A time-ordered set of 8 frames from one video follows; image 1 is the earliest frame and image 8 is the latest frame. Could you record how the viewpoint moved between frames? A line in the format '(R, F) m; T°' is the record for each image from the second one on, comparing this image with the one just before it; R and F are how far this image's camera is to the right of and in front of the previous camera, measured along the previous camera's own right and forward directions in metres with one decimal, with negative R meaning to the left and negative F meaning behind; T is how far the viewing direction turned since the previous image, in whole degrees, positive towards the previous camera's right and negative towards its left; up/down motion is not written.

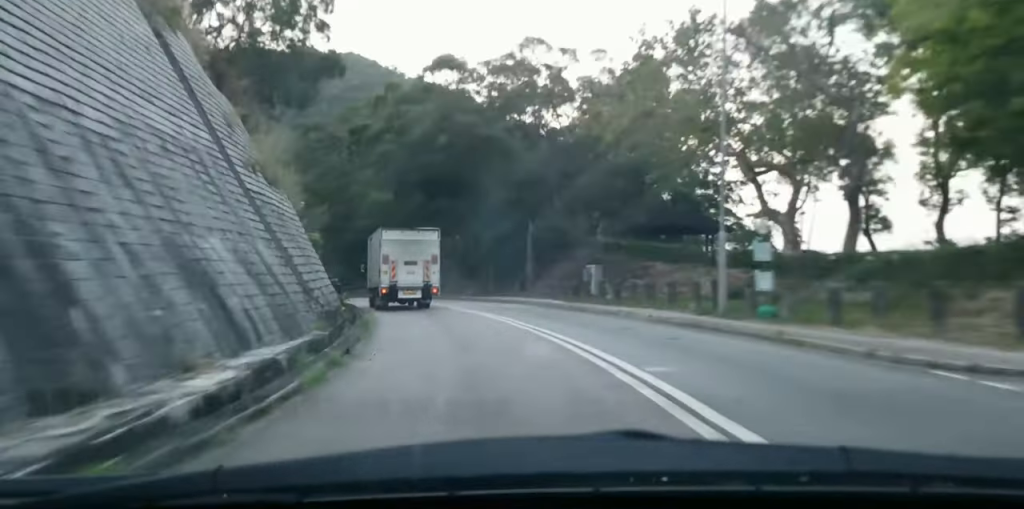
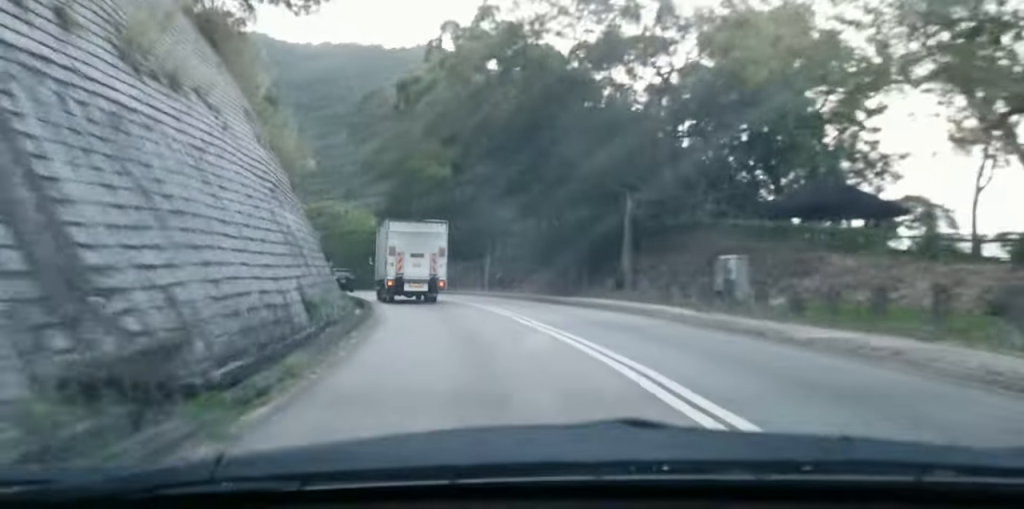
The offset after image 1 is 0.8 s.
(+0.1, +12.1) m; -8°
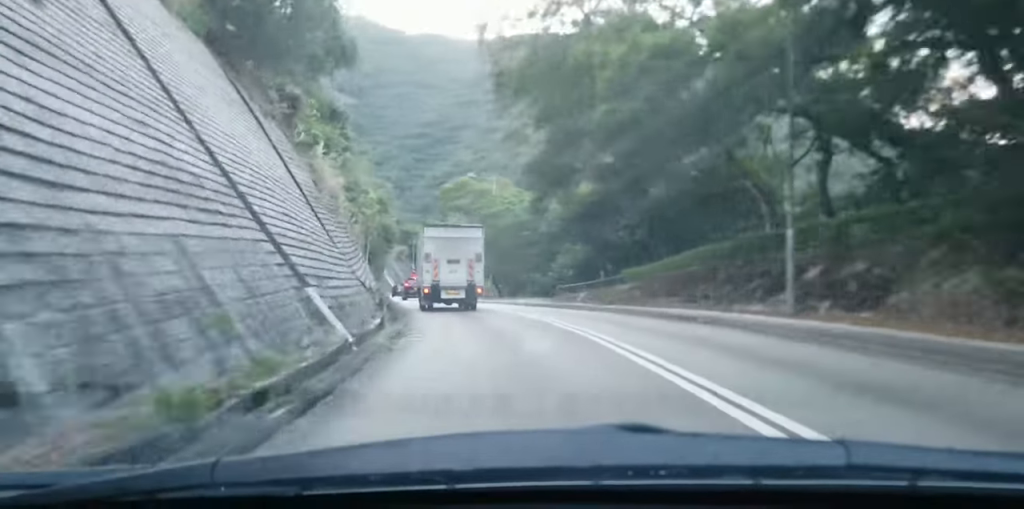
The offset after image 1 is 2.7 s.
(-4.4, +29.9) m; -8°
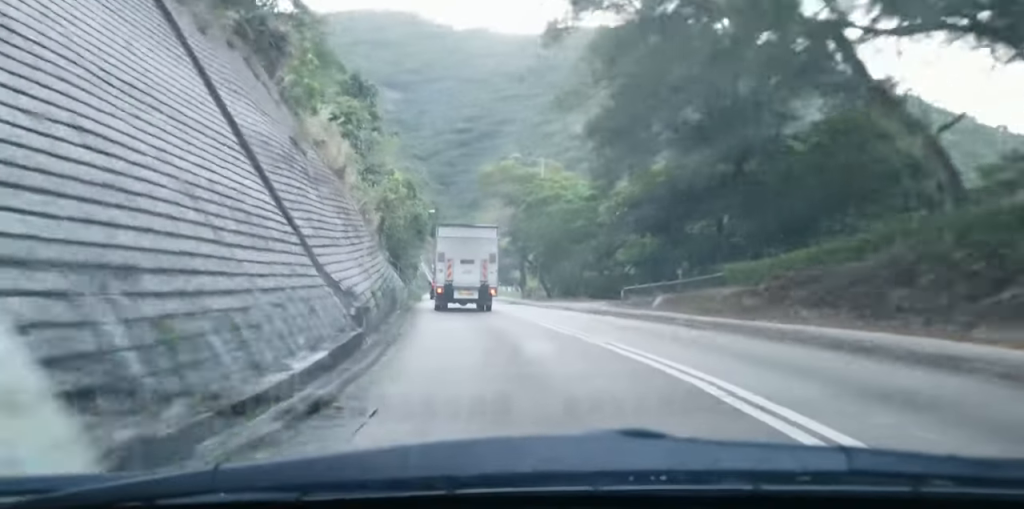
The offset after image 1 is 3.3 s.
(0.0, +10.0) m; -3°
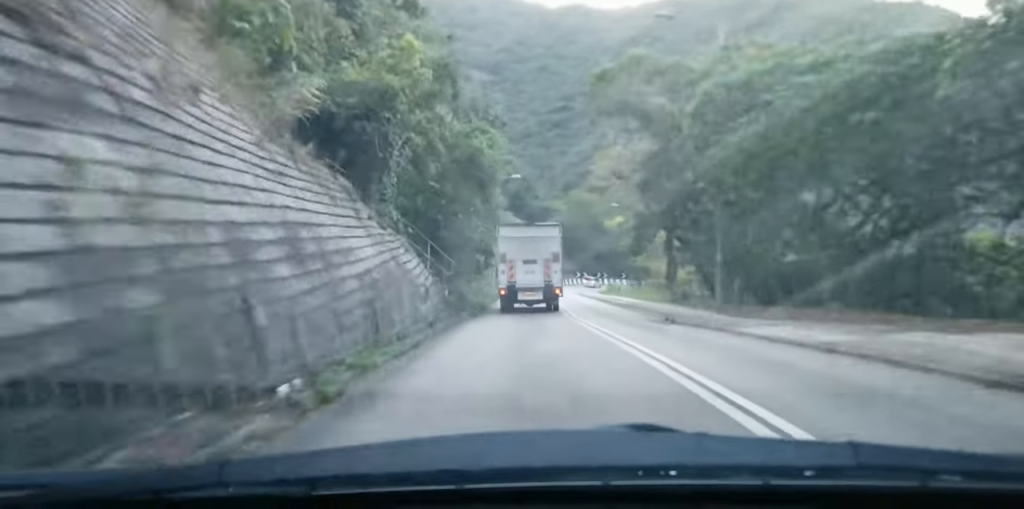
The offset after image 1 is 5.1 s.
(-2.1, +28.0) m; -6°
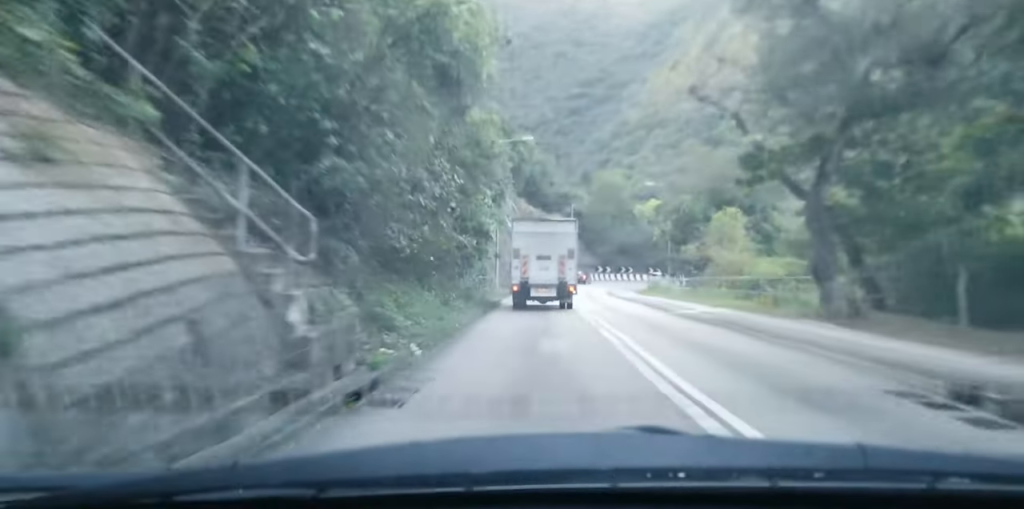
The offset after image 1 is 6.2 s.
(0.0, +16.9) m; 0°
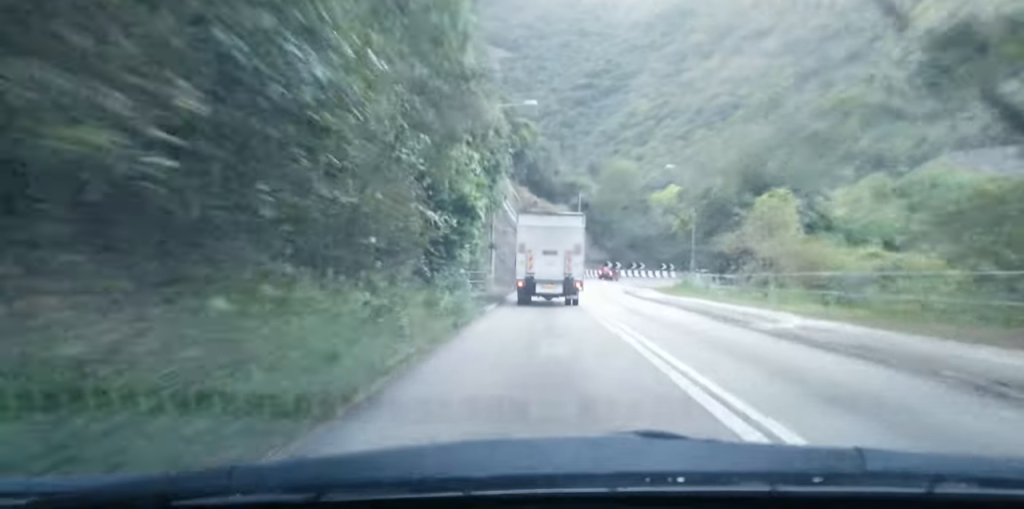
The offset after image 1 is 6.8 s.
(0.0, +9.4) m; 0°
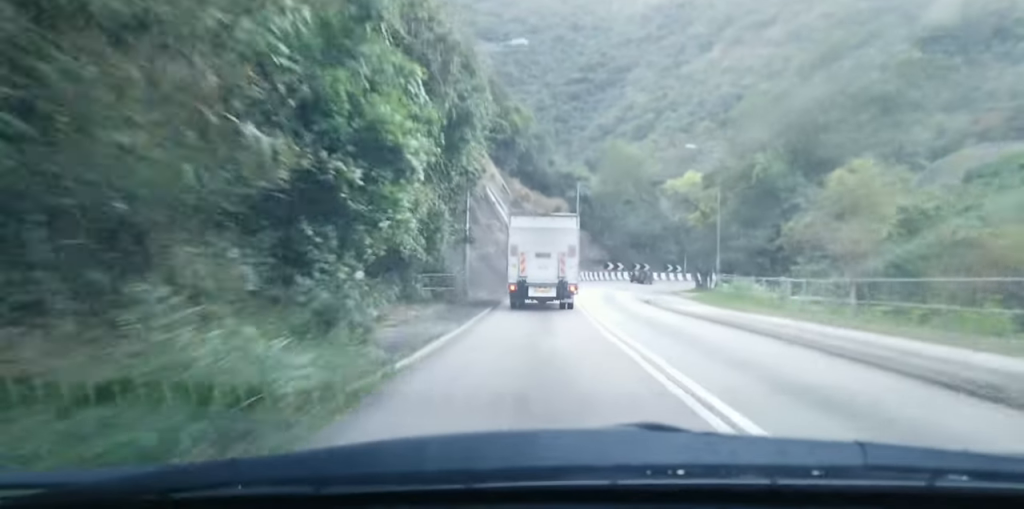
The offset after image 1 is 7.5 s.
(0.0, +11.2) m; -1°
